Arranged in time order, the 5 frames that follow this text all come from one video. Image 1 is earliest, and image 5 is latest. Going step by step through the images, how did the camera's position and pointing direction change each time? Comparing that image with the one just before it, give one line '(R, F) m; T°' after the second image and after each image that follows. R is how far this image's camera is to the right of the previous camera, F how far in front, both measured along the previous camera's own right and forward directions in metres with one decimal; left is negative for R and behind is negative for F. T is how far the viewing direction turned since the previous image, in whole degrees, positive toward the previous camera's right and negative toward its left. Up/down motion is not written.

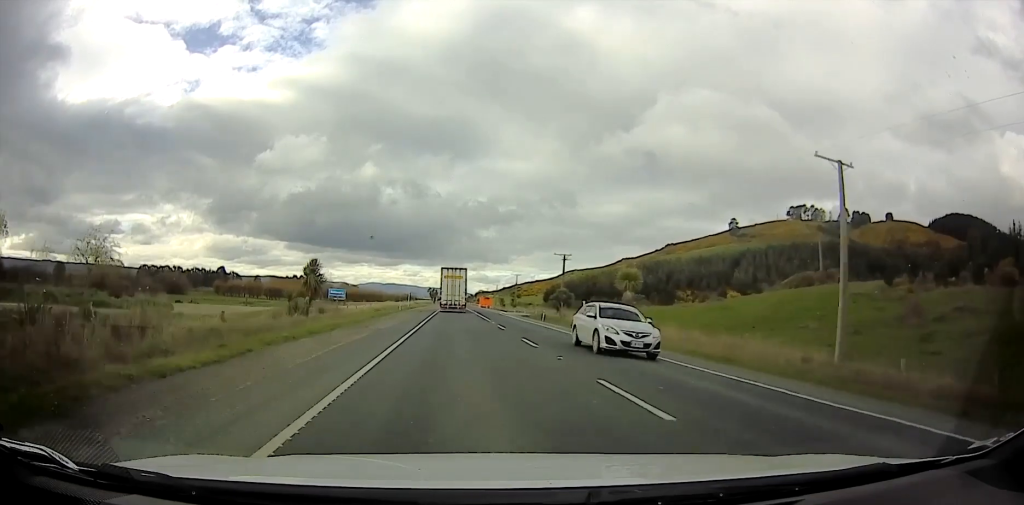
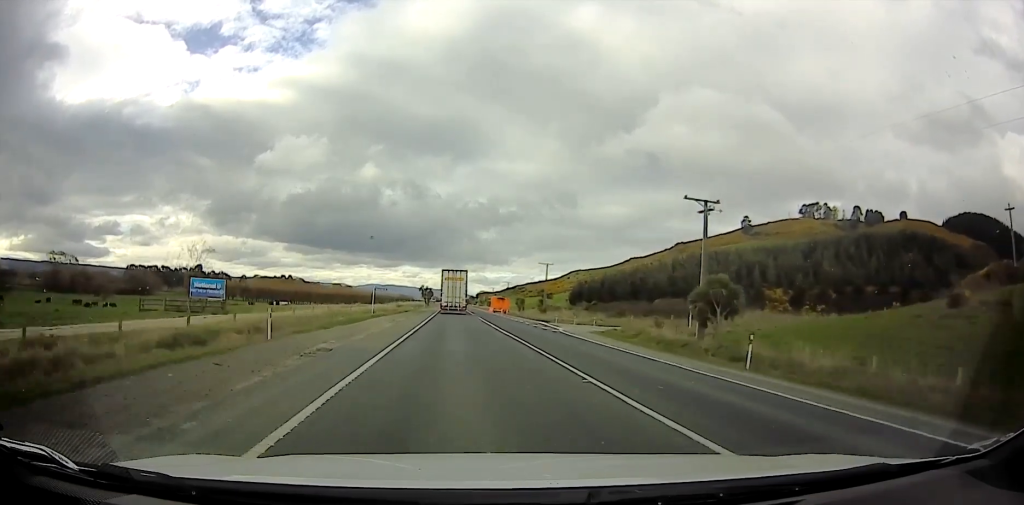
(-0.8, +49.4) m; -1°
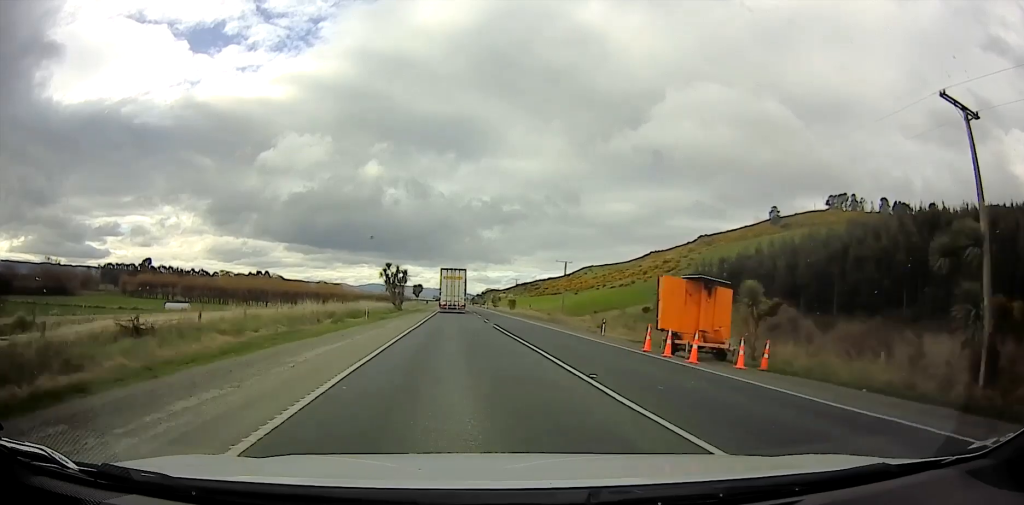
(-1.4, +82.5) m; -1°
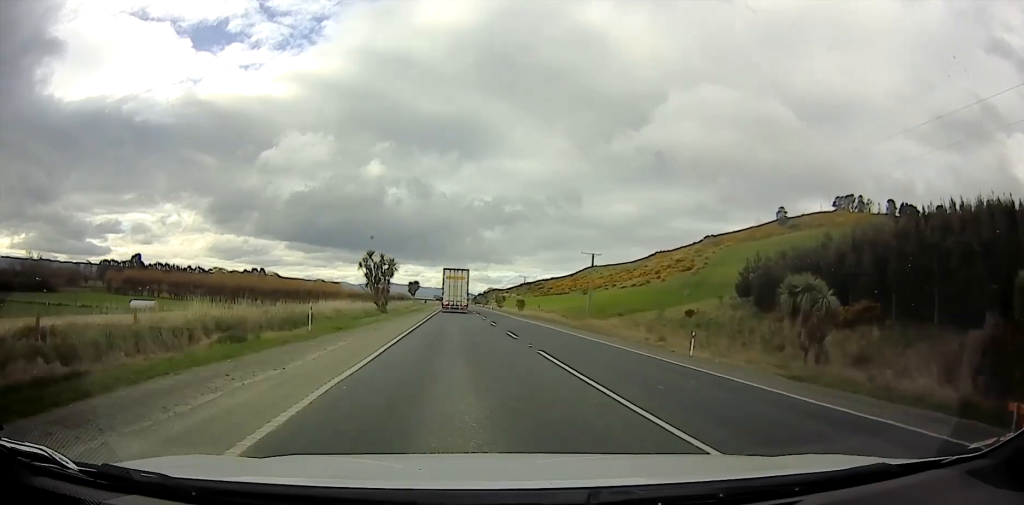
(+0.1, +15.2) m; 0°
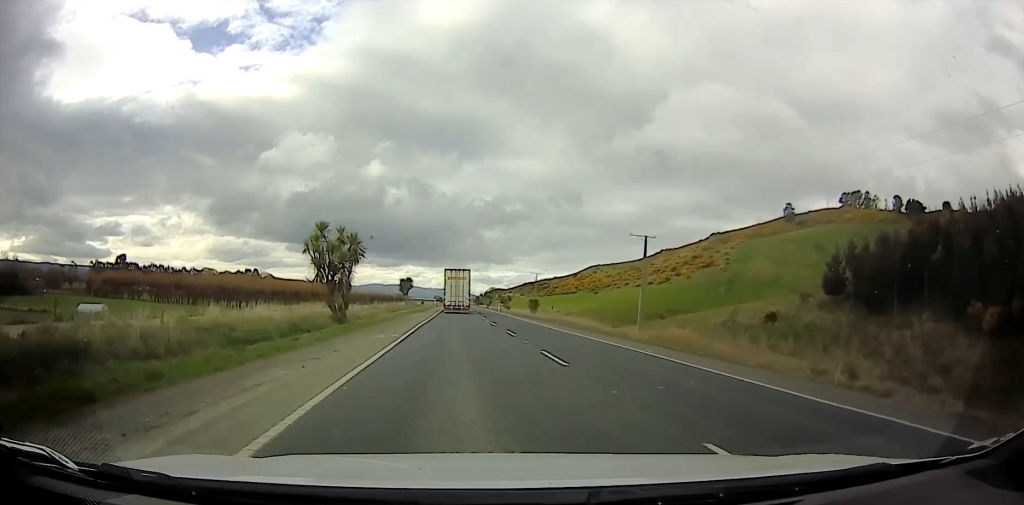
(+0.2, +18.2) m; 0°
